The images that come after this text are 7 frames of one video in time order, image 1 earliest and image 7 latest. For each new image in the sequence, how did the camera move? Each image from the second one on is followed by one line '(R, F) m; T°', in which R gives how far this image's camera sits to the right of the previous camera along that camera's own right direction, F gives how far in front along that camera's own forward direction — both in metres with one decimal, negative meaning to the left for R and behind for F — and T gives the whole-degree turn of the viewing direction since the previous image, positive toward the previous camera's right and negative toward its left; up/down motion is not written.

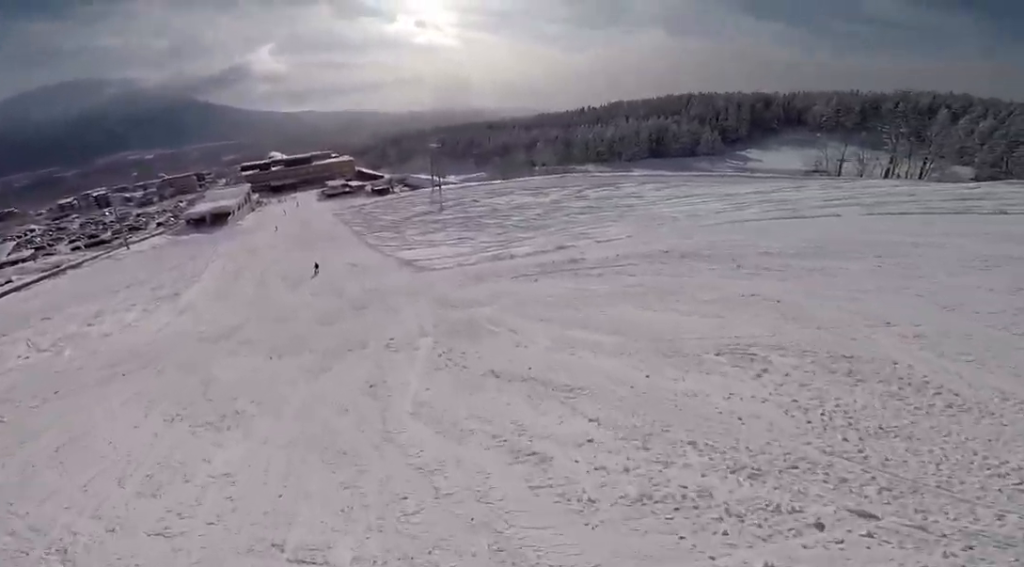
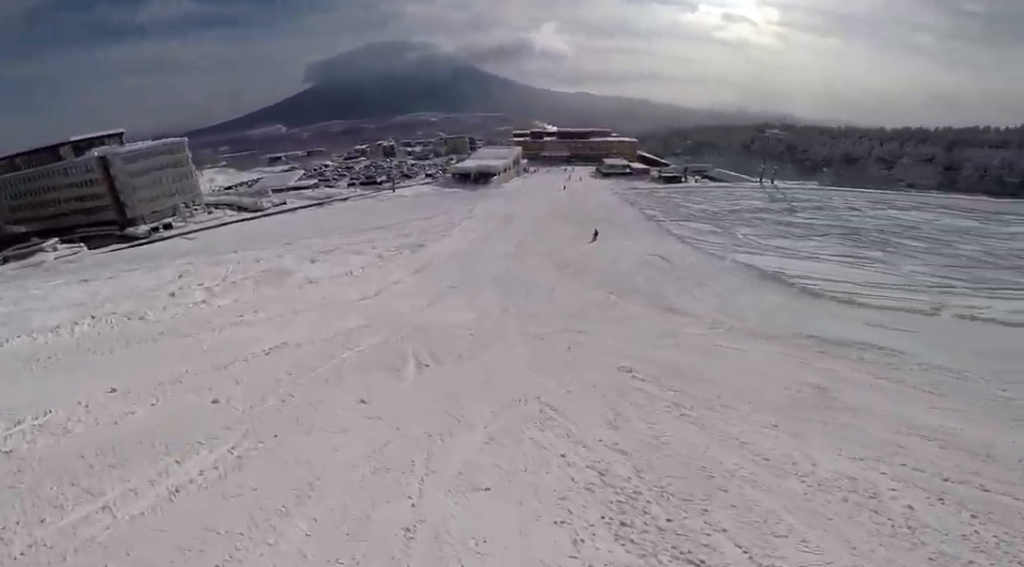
(-7.5, +16.7) m; -13°
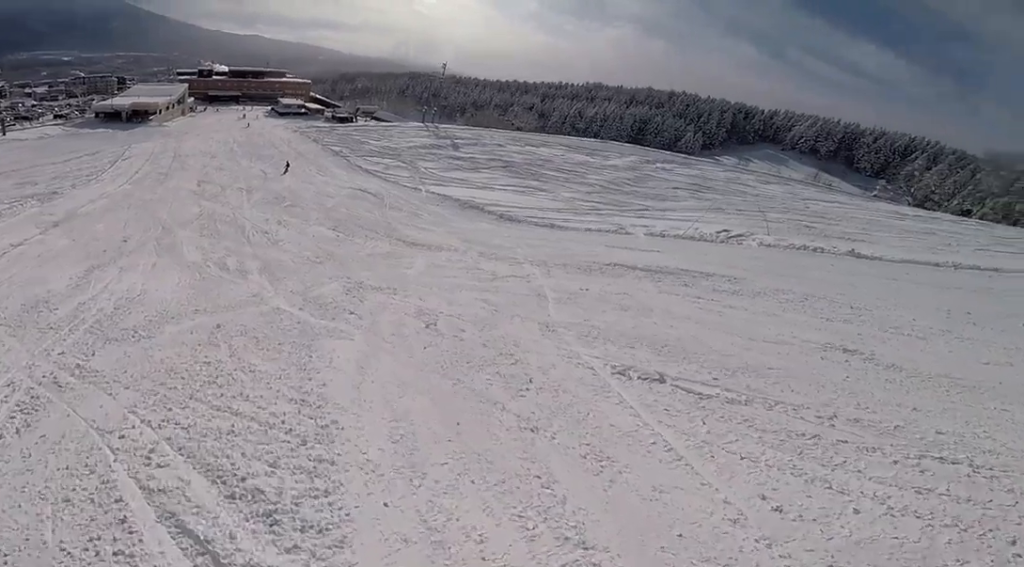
(+1.7, +5.7) m; +15°
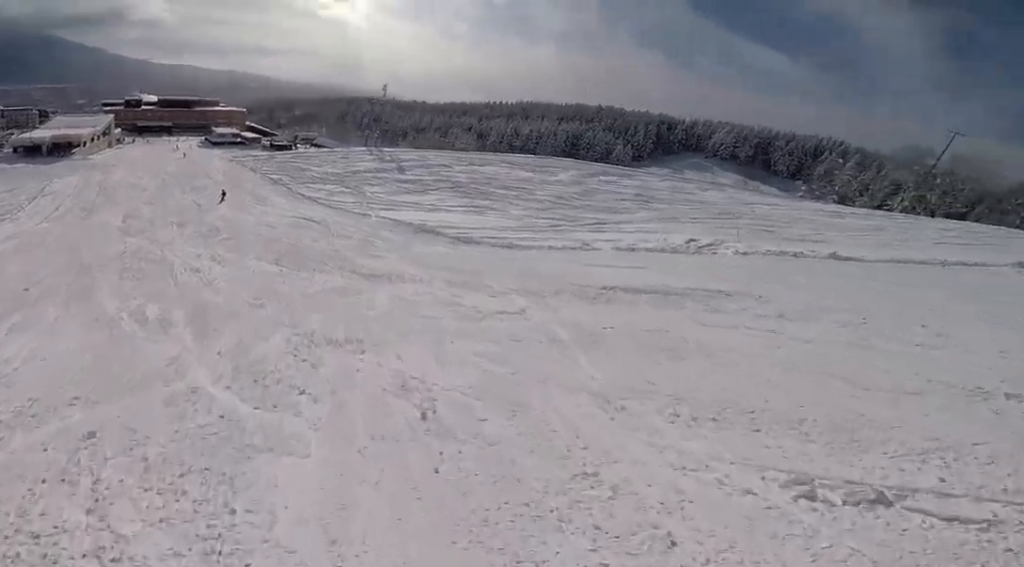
(+0.6, +2.4) m; +1°
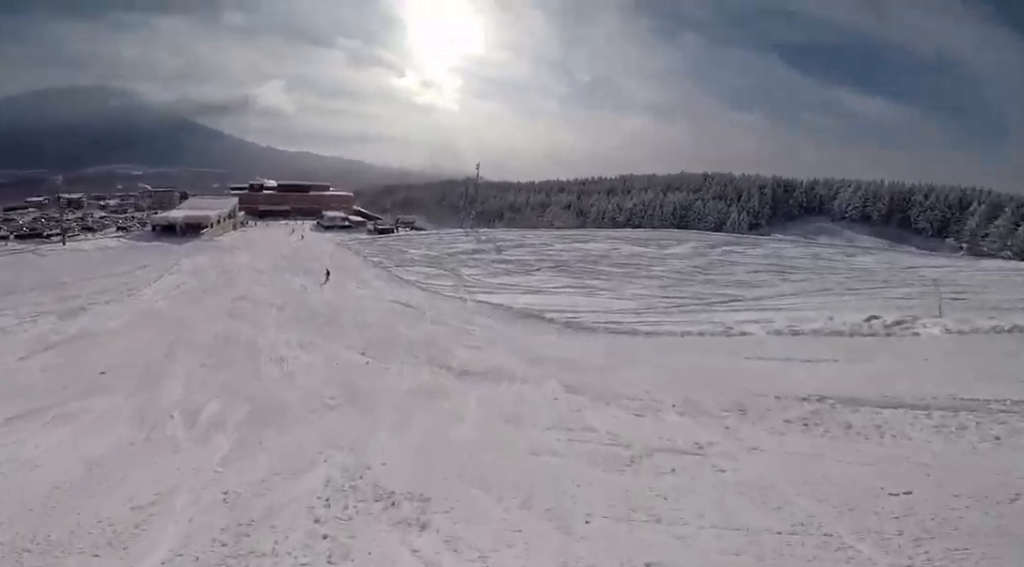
(-0.8, +3.1) m; -5°
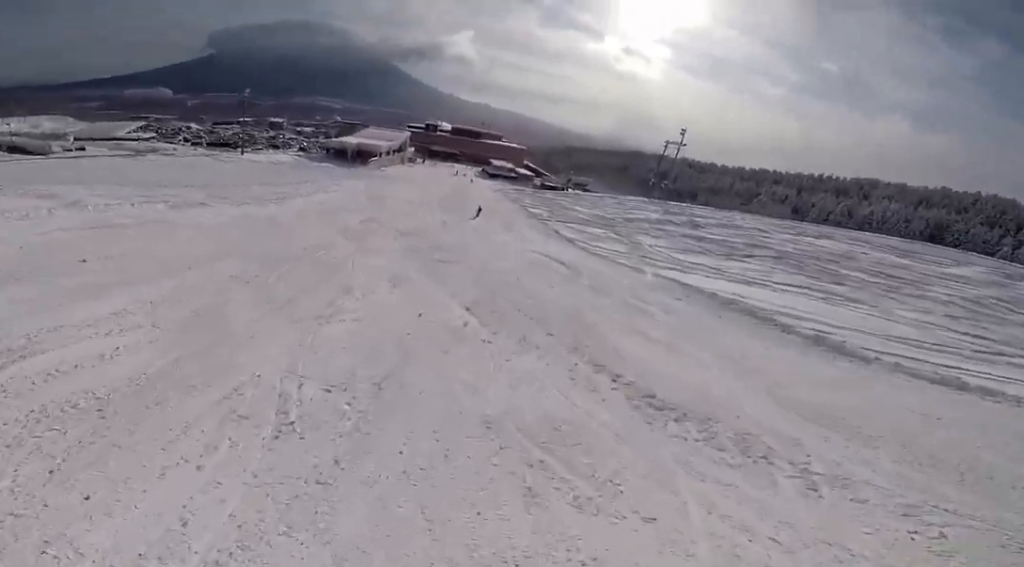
(-0.6, +6.8) m; -10°
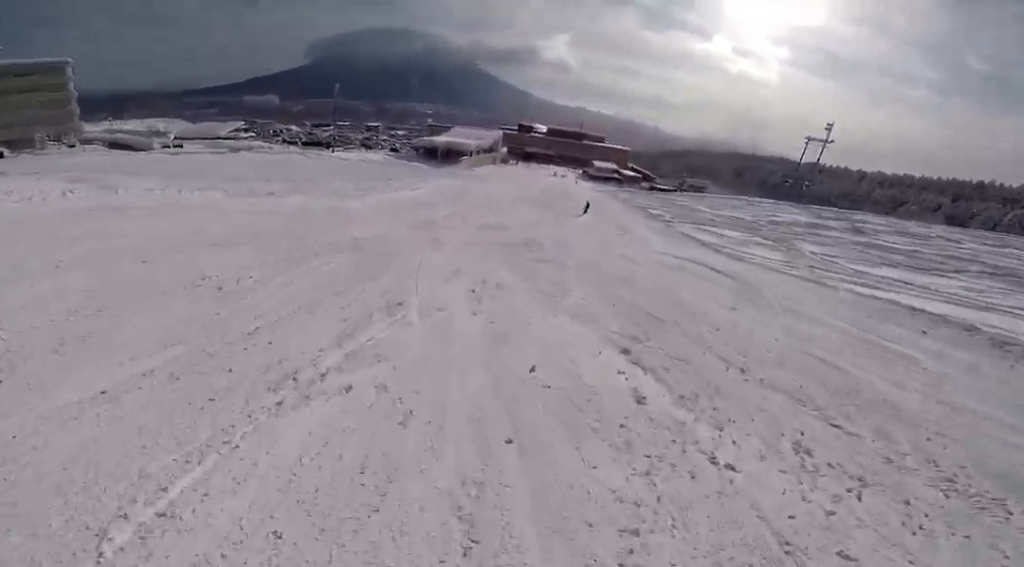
(+0.3, +4.7) m; -6°
